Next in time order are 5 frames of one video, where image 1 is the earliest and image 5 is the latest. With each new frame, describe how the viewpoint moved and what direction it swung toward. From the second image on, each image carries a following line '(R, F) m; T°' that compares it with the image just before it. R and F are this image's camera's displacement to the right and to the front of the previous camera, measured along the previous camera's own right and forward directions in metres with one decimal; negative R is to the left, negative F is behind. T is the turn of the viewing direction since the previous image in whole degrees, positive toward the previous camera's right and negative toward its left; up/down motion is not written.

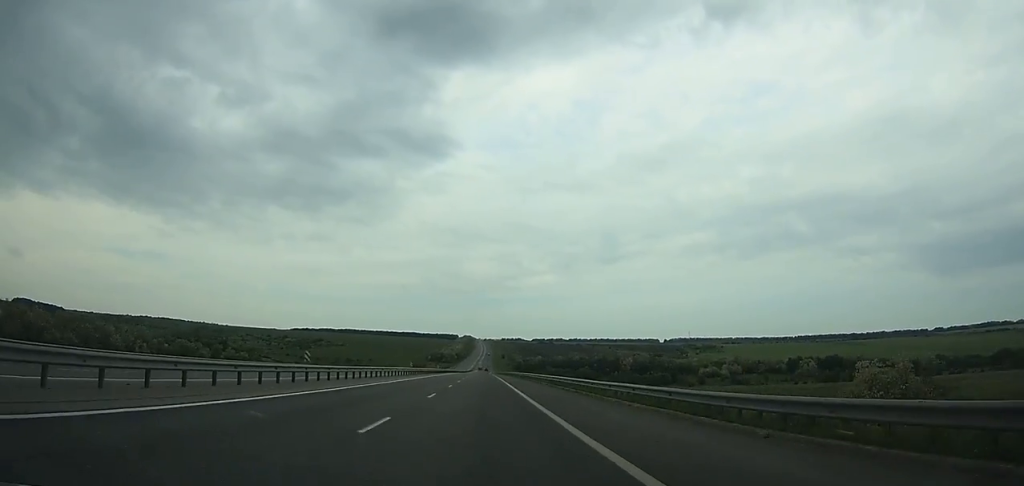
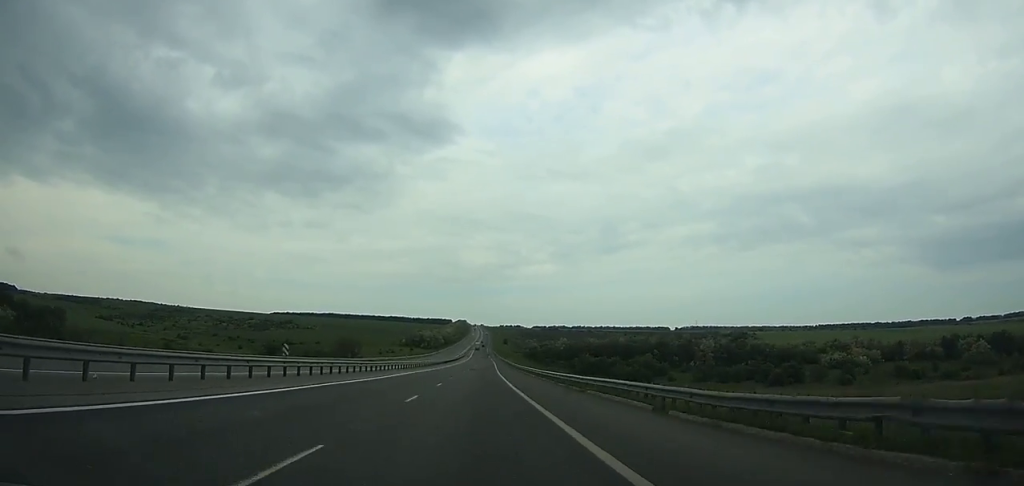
(+0.1, +159.9) m; 0°
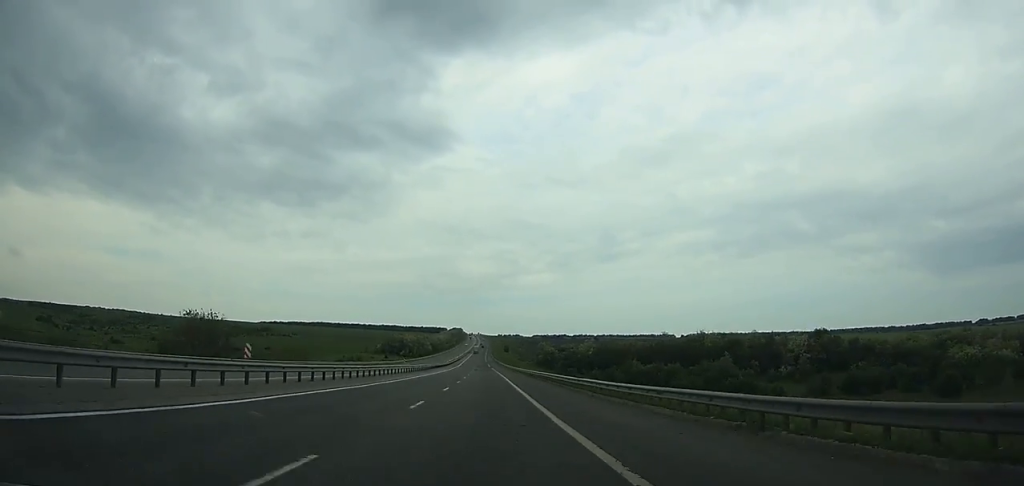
(+0.6, +84.8) m; +1°
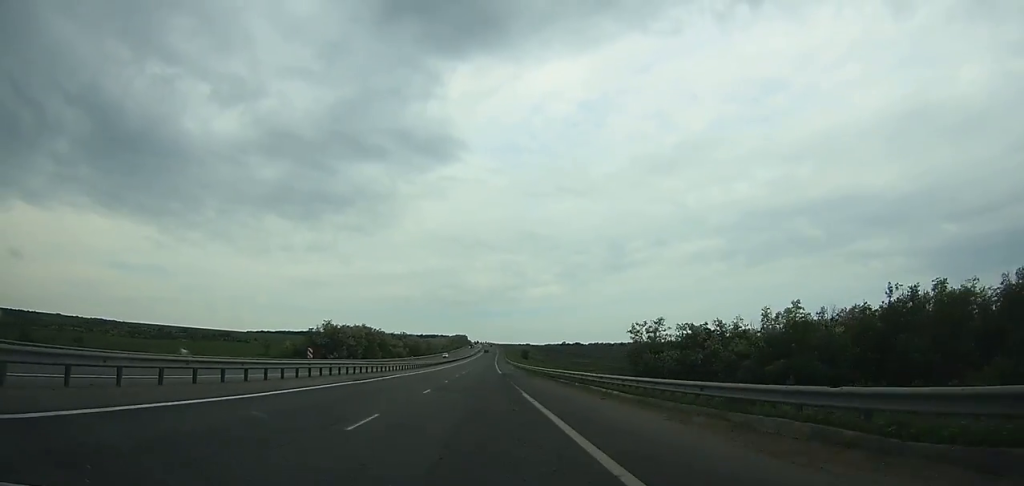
(-1.1, +151.9) m; -1°
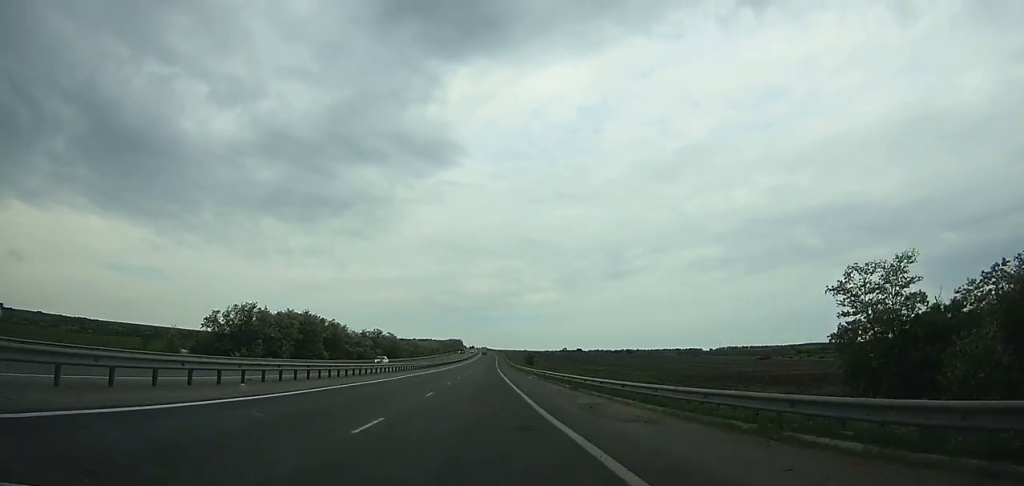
(-0.3, +60.1) m; 0°
